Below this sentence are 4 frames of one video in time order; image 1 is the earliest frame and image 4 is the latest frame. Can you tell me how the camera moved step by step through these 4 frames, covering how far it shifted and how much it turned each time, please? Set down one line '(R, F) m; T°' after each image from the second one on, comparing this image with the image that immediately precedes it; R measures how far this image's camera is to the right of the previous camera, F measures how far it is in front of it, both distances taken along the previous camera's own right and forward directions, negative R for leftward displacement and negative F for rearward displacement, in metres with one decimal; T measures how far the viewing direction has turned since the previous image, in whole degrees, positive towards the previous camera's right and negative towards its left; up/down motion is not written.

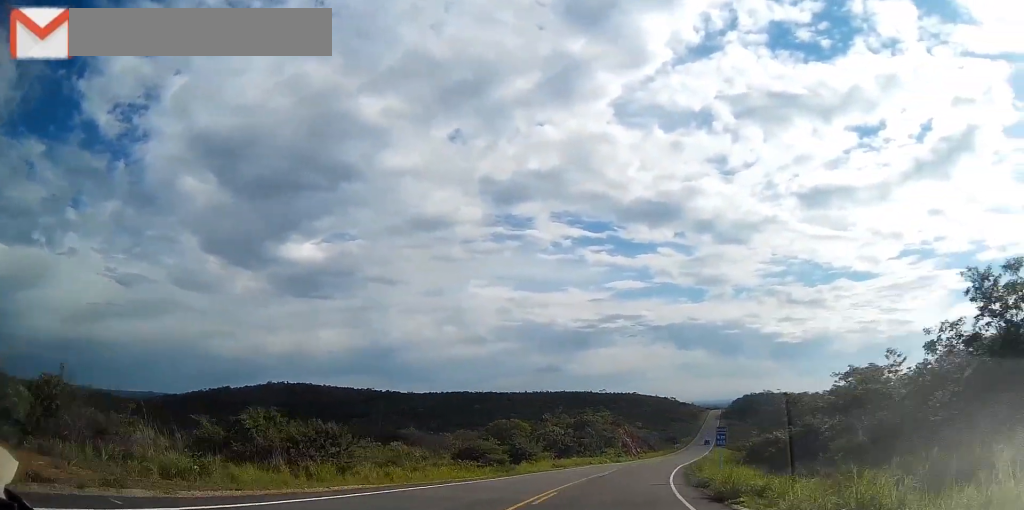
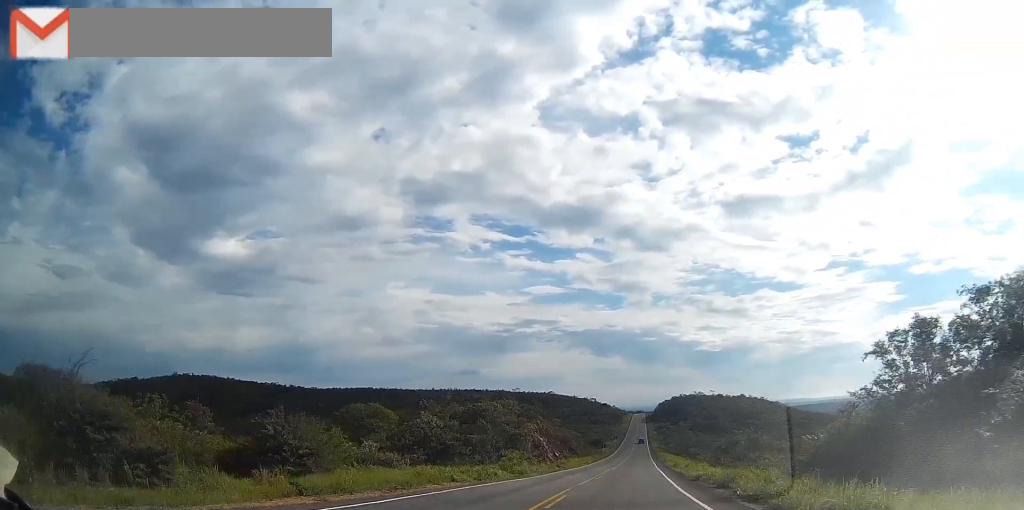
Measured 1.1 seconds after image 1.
(+1.7, +30.9) m; +9°
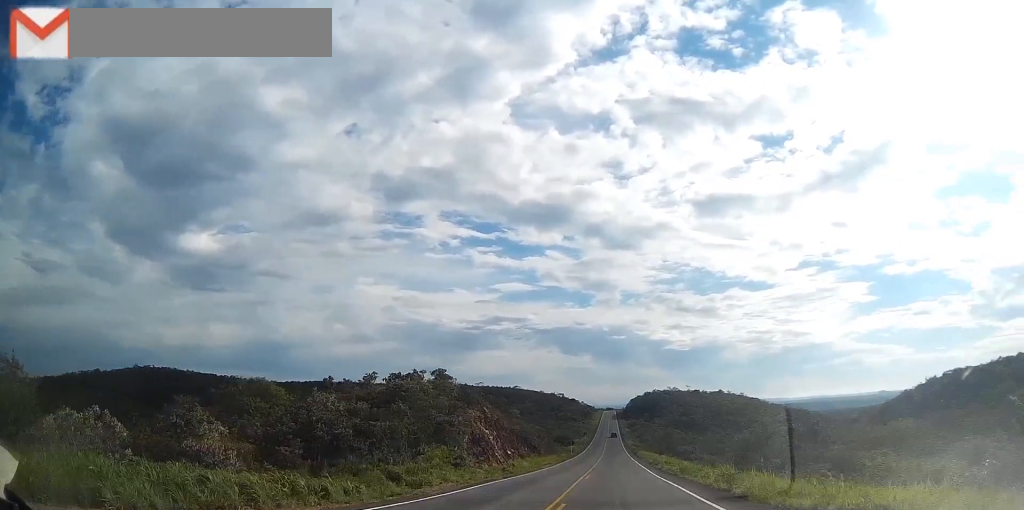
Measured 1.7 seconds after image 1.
(+1.1, +18.3) m; +6°
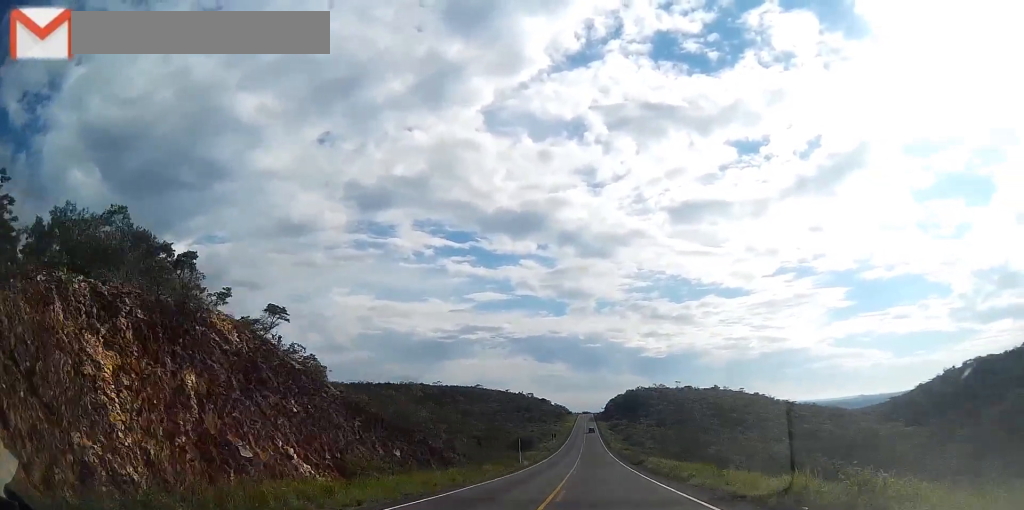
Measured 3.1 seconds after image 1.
(+2.4, +40.1) m; +5°
